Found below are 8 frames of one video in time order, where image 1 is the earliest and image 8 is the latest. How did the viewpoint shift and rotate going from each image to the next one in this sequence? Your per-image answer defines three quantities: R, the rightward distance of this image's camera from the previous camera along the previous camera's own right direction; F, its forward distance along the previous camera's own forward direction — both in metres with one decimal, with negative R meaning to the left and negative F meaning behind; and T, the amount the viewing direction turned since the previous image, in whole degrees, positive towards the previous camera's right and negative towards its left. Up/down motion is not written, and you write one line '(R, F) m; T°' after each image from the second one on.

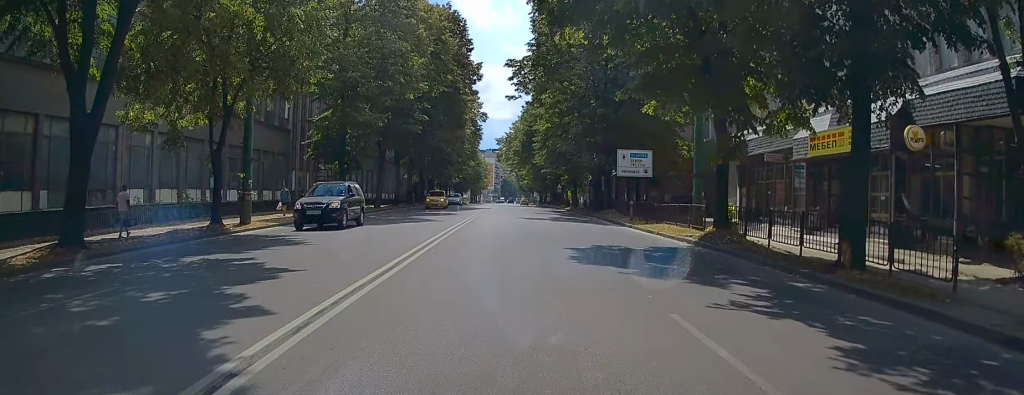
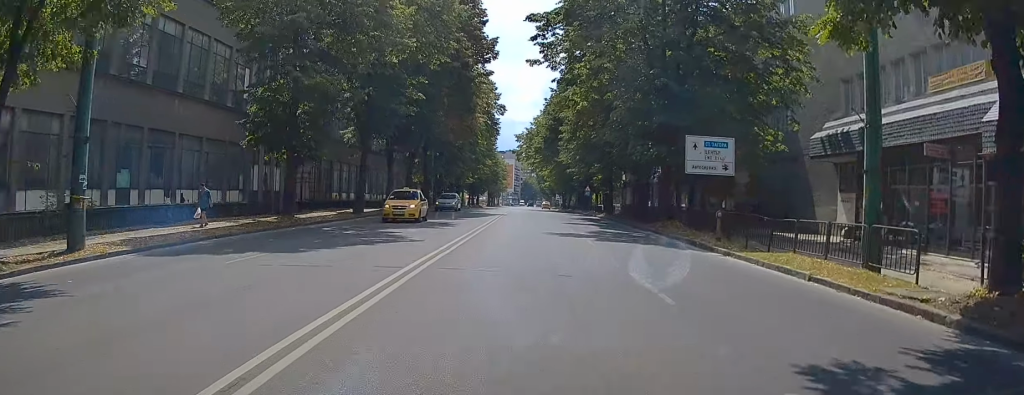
(-0.1, +11.7) m; 0°
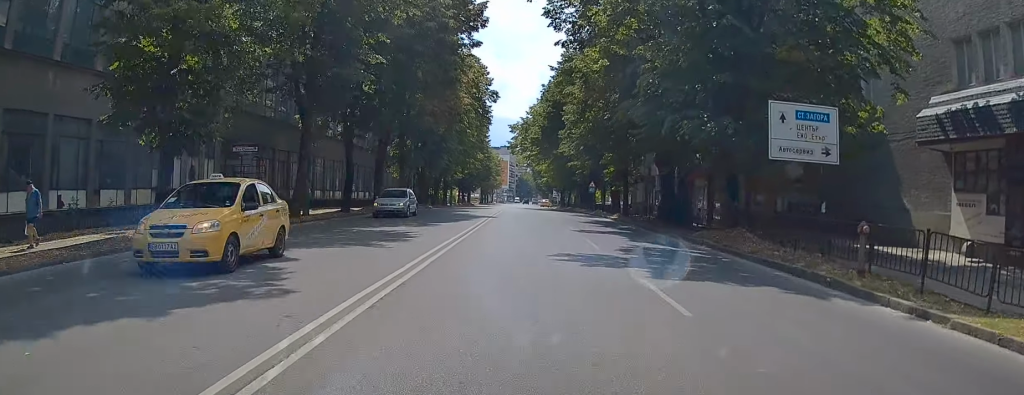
(0.0, +9.7) m; 0°
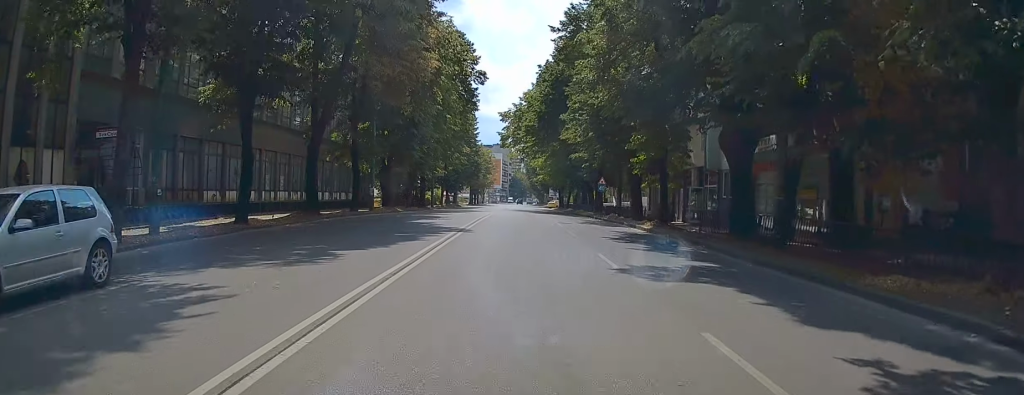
(+0.1, +13.1) m; 0°
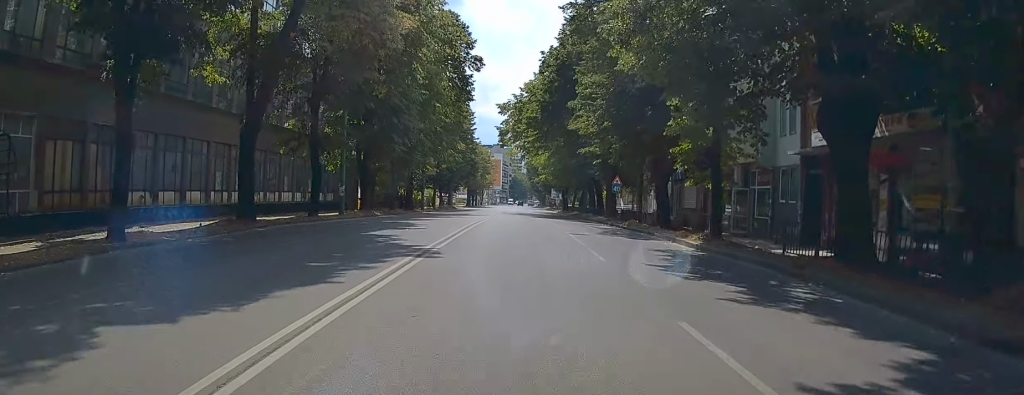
(0.0, +7.9) m; -1°
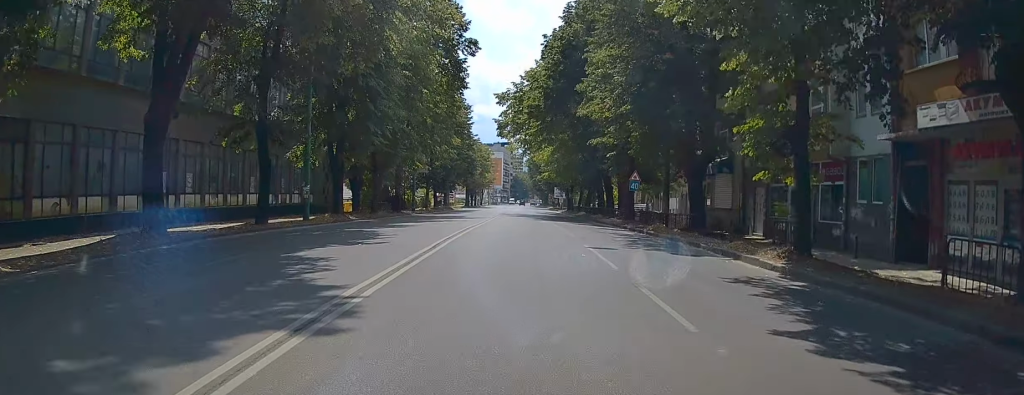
(-0.1, +6.7) m; -1°
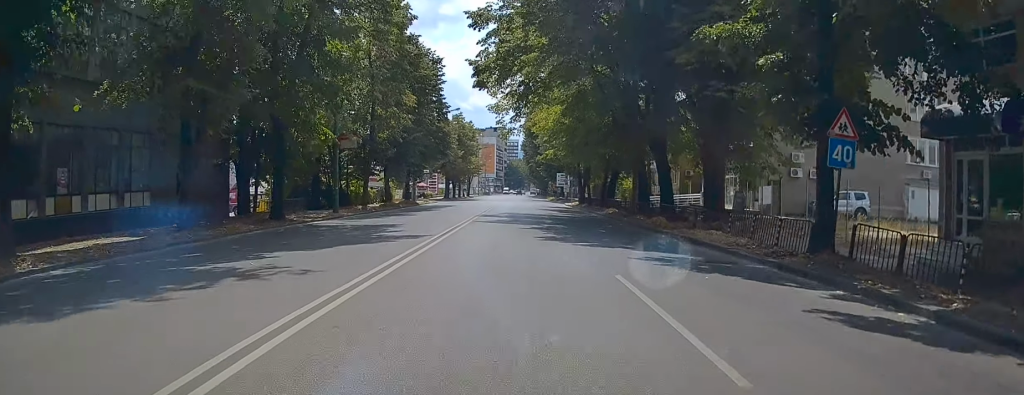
(-0.1, +24.7) m; 0°
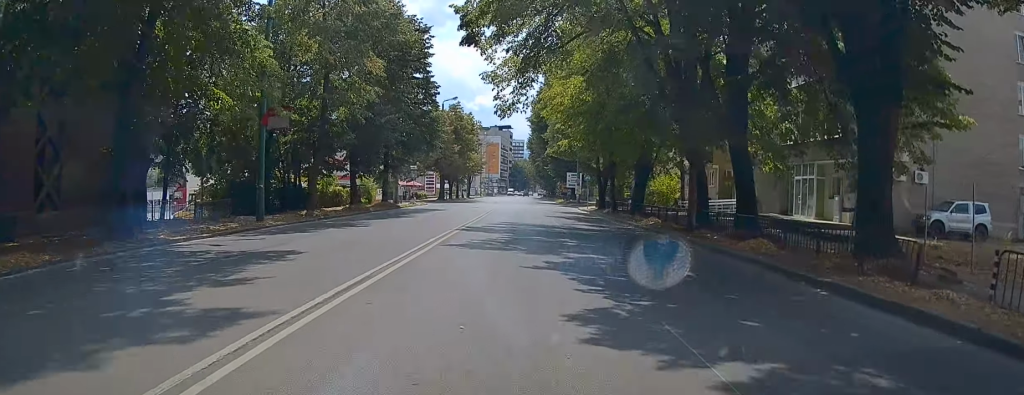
(0.0, +11.7) m; 0°
